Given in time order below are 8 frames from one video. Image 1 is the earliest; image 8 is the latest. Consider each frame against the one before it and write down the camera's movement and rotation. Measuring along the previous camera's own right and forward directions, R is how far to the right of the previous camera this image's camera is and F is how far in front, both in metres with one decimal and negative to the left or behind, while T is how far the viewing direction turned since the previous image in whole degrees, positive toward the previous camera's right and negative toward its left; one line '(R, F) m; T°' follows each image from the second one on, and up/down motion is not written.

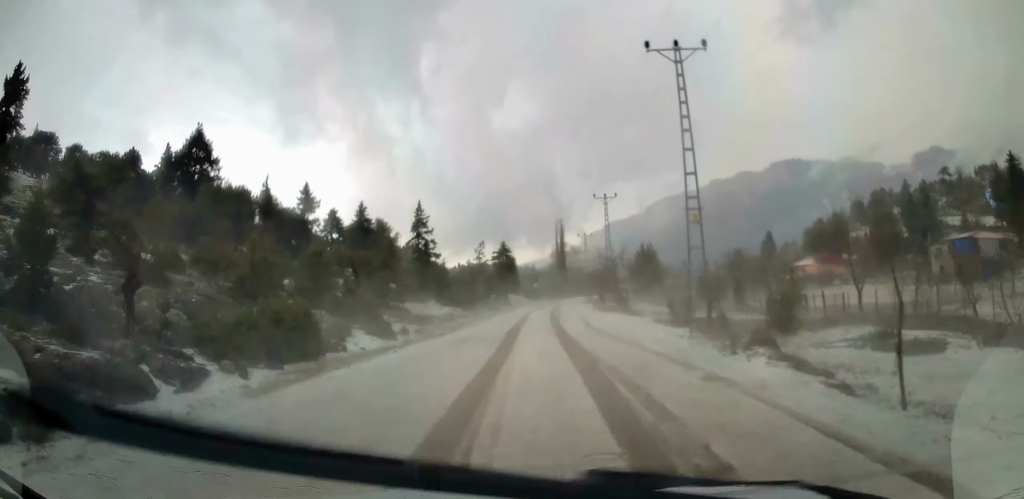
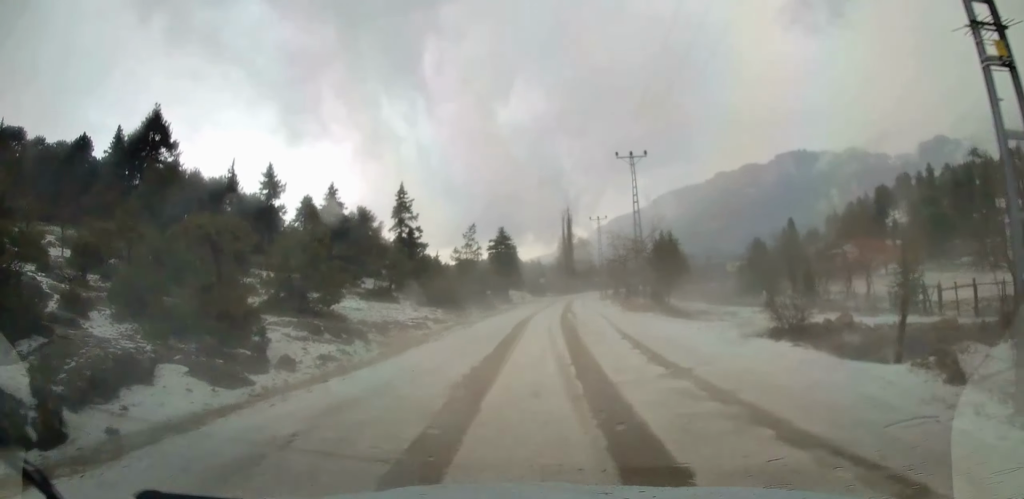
(-0.6, +14.6) m; -2°
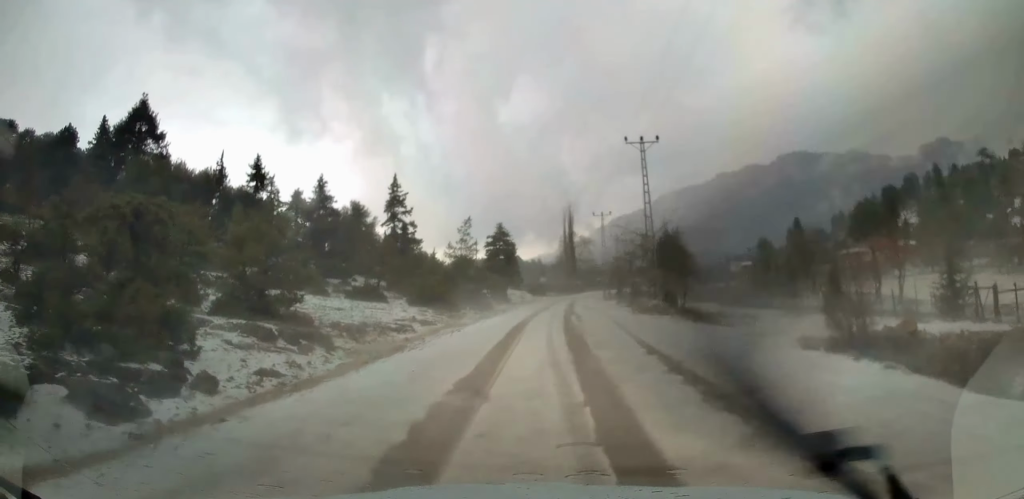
(+0.1, +4.0) m; +1°
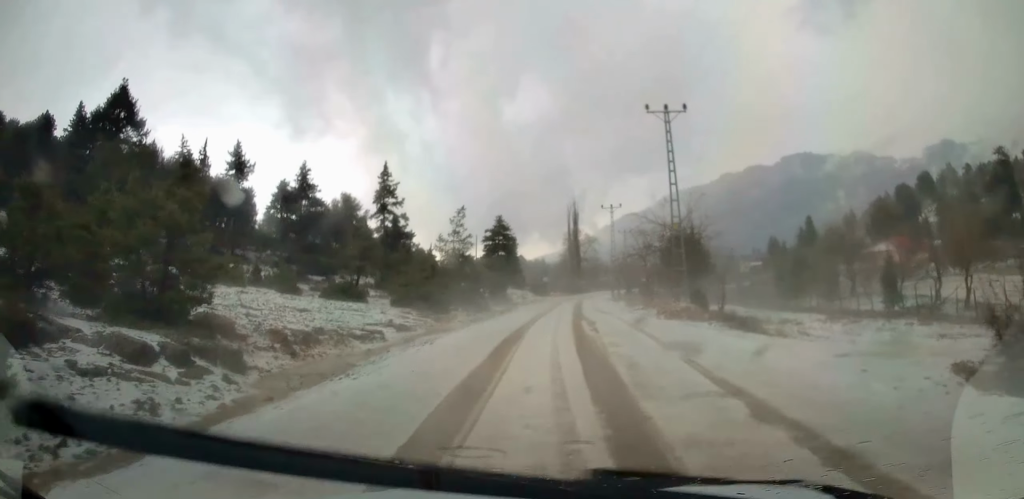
(0.0, +6.4) m; 0°
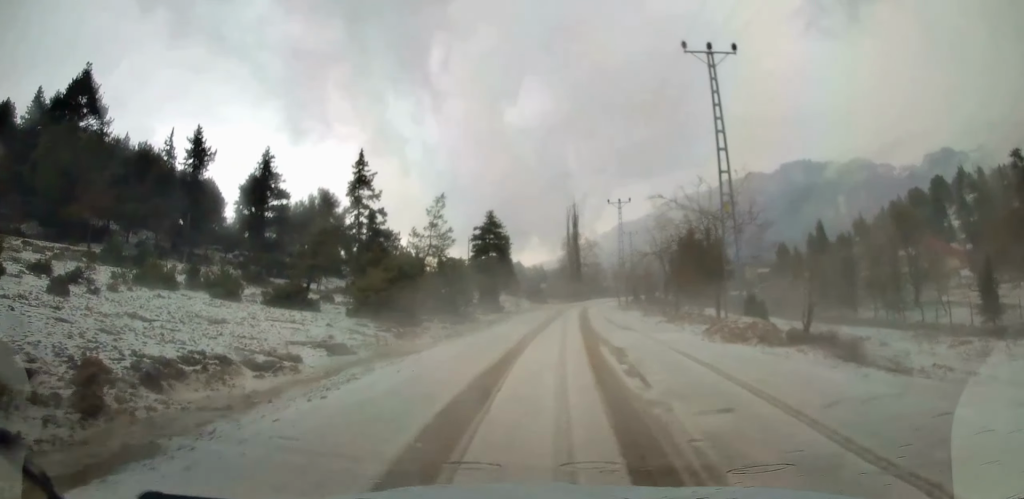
(-0.1, +8.9) m; -1°
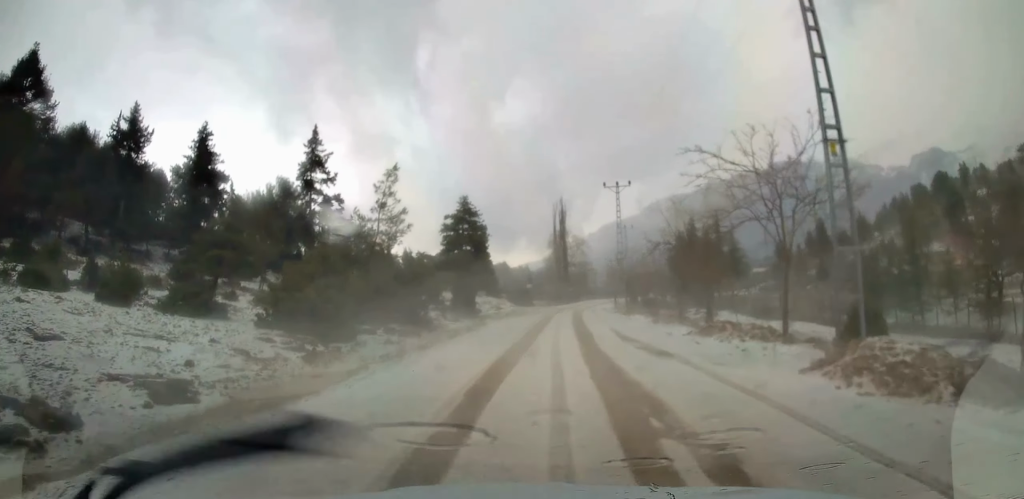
(+0.2, +9.6) m; +2°
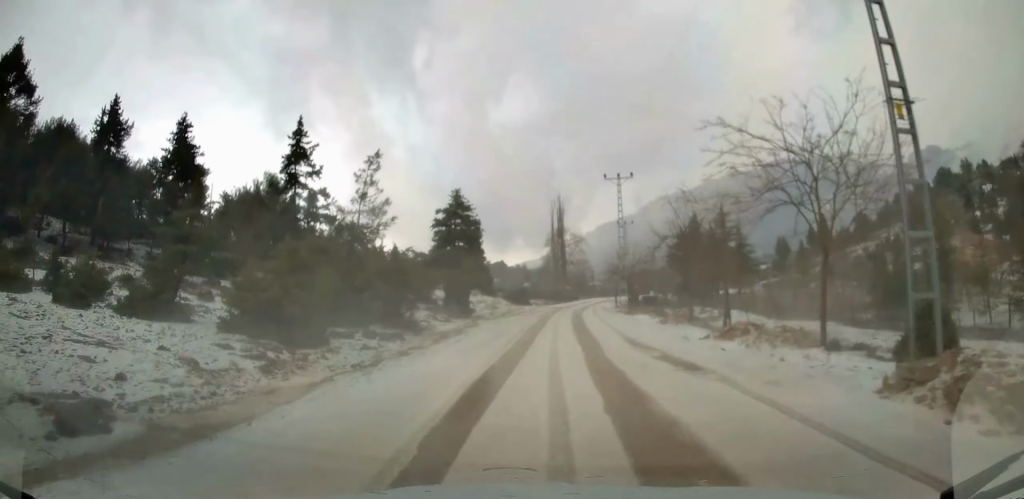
(0.0, +2.9) m; 0°
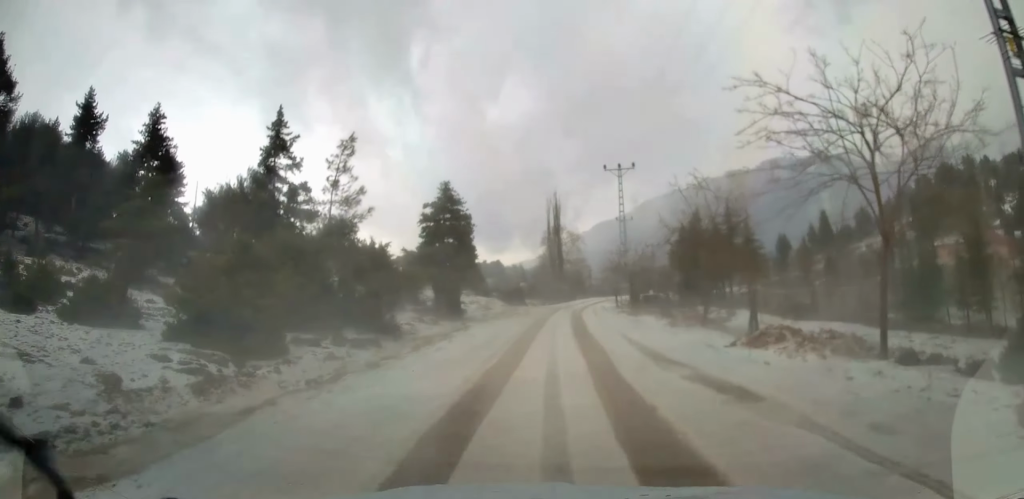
(-0.1, +3.4) m; 0°
